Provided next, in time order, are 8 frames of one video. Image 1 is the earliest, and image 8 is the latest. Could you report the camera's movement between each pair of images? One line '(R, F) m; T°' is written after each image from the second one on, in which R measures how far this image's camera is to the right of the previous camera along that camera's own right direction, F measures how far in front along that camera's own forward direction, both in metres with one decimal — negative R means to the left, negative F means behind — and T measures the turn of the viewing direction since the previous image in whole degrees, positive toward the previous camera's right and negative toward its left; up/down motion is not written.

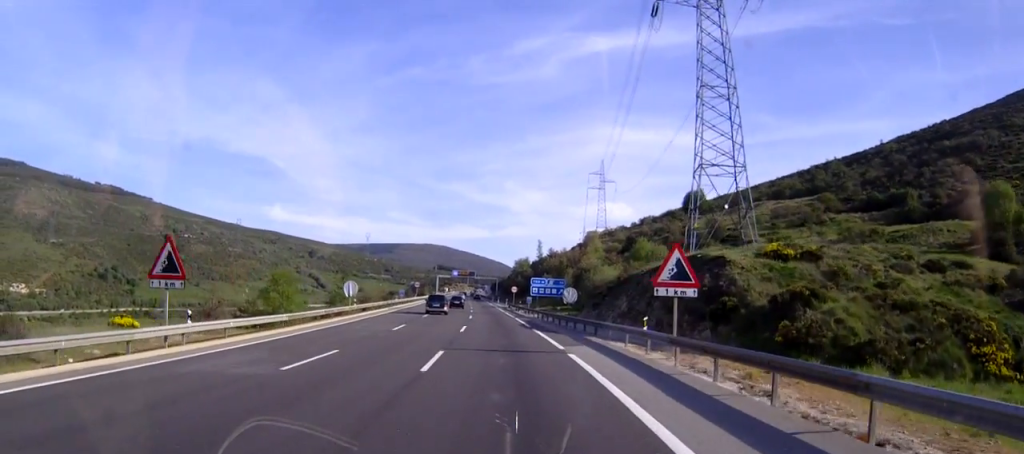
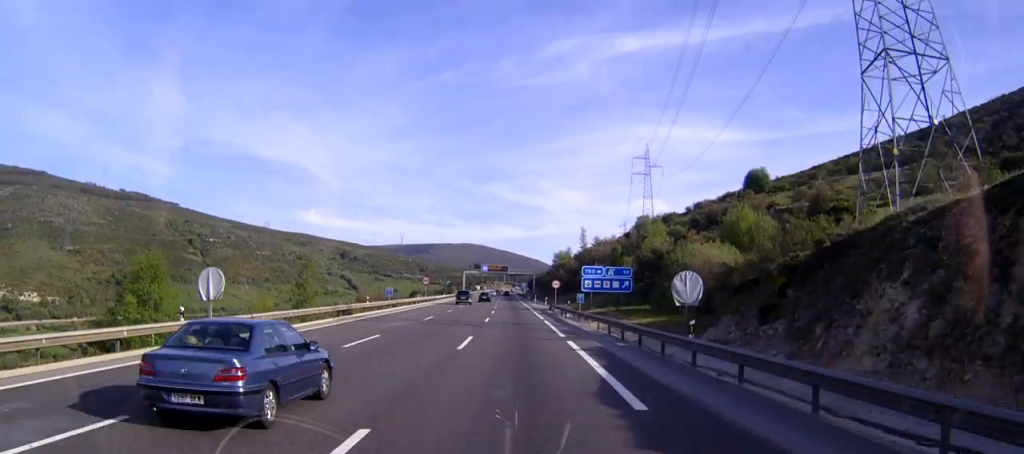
(-0.8, +34.0) m; -2°
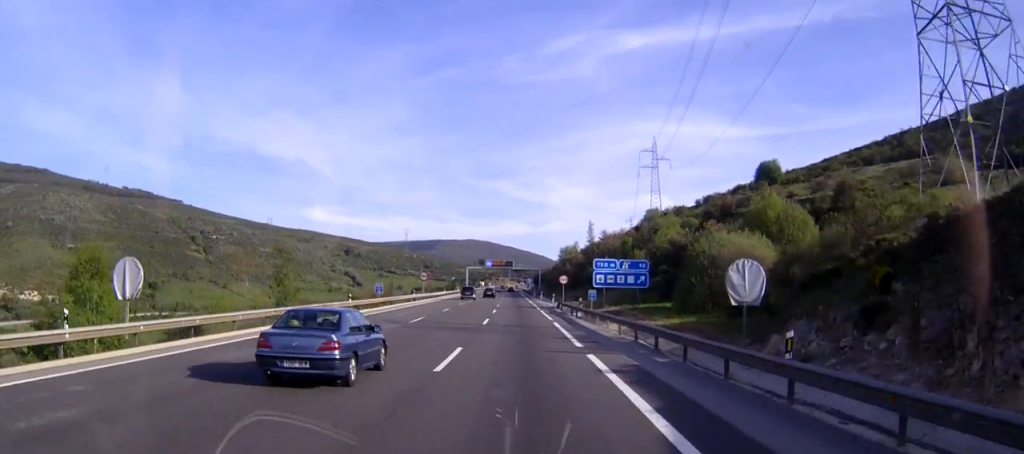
(0.0, +7.0) m; 0°
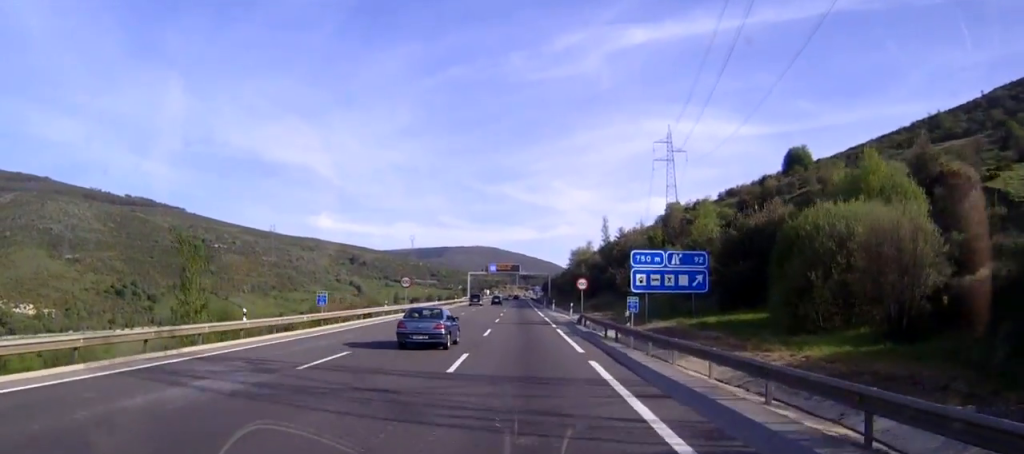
(0.0, +19.4) m; 0°
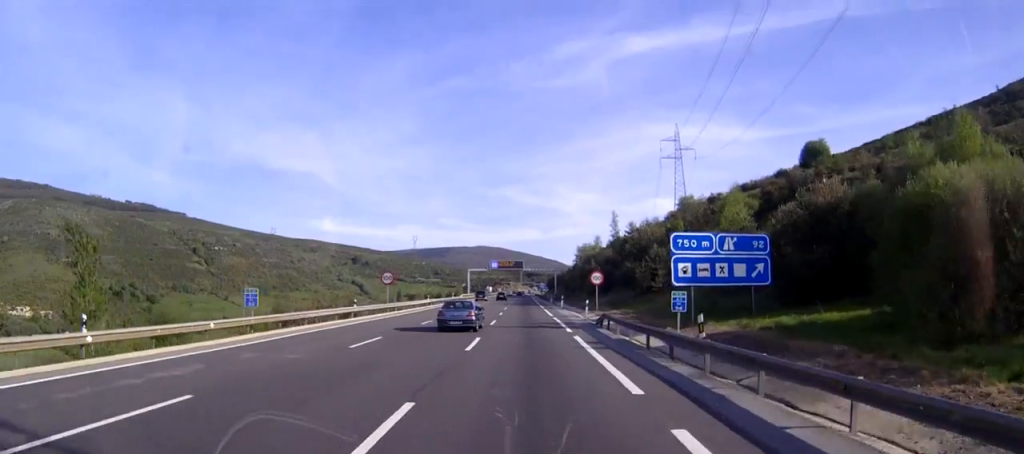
(-0.1, +11.8) m; 0°
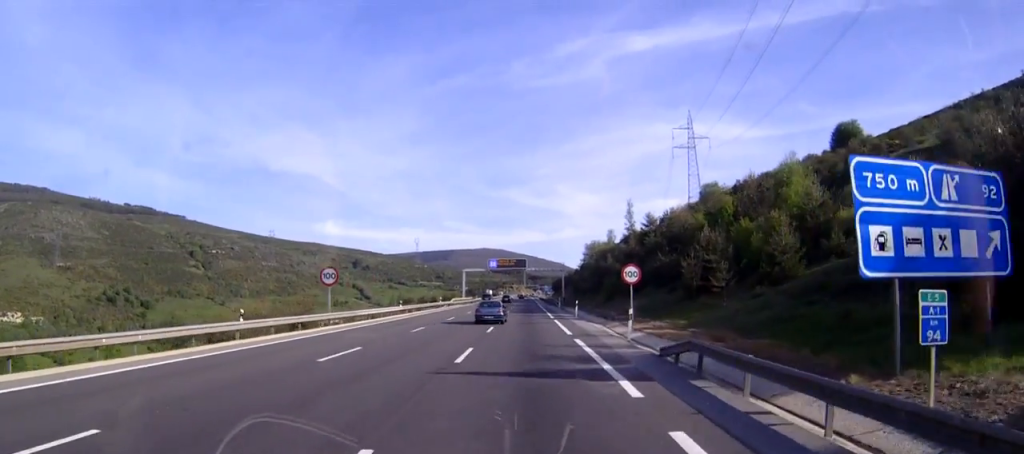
(-0.1, +19.4) m; 0°
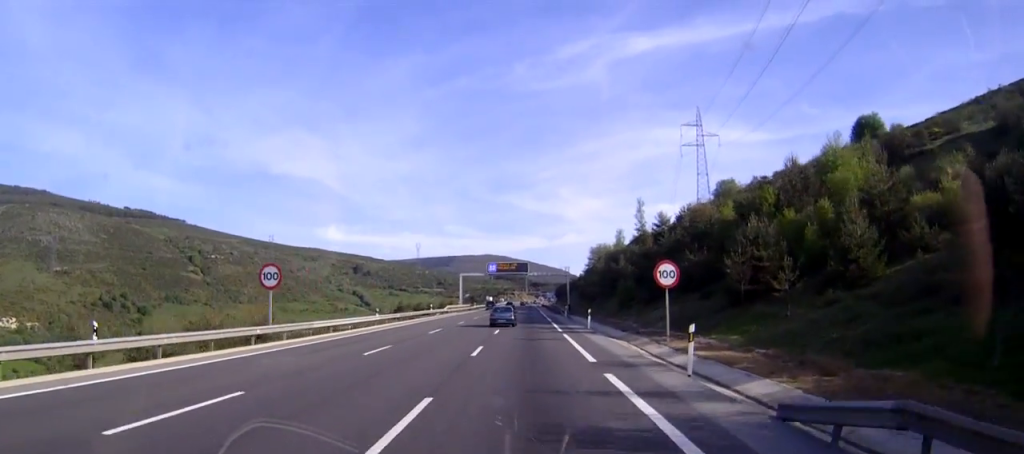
(0.0, +10.5) m; 0°
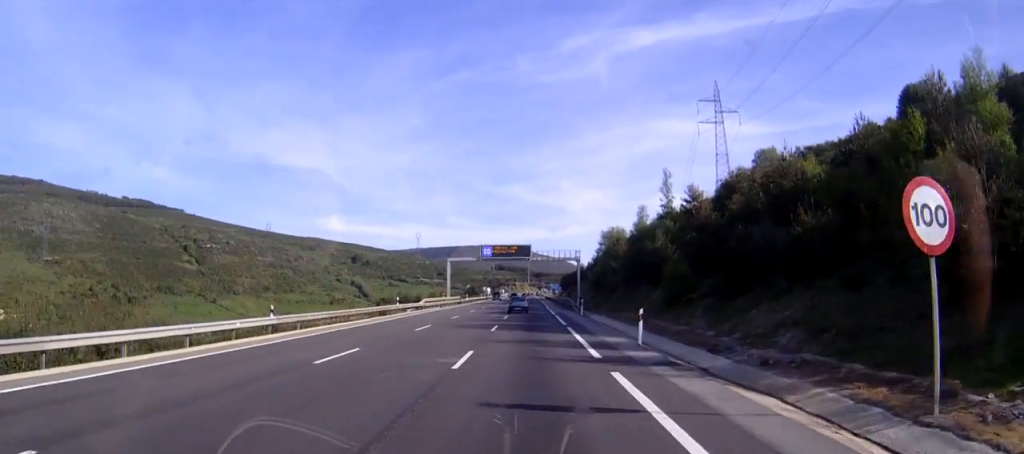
(0.0, +22.3) m; 0°
